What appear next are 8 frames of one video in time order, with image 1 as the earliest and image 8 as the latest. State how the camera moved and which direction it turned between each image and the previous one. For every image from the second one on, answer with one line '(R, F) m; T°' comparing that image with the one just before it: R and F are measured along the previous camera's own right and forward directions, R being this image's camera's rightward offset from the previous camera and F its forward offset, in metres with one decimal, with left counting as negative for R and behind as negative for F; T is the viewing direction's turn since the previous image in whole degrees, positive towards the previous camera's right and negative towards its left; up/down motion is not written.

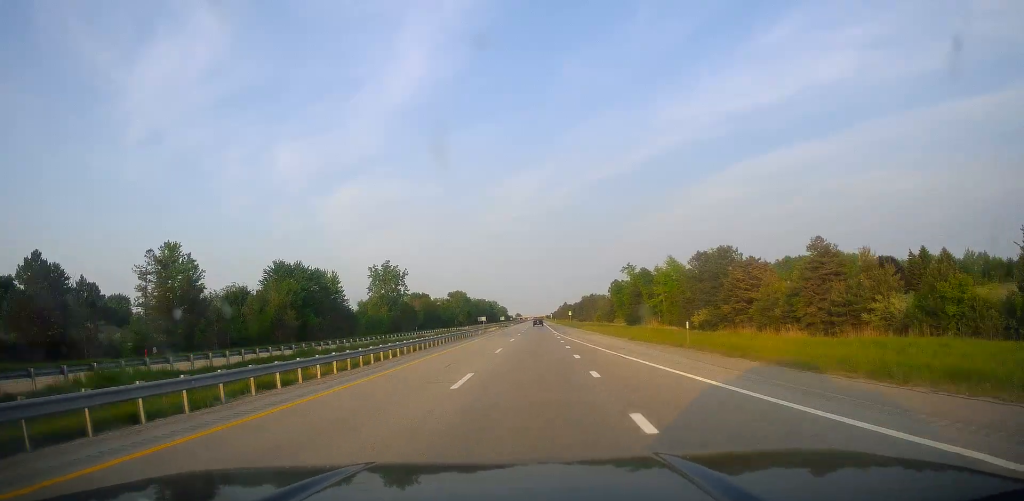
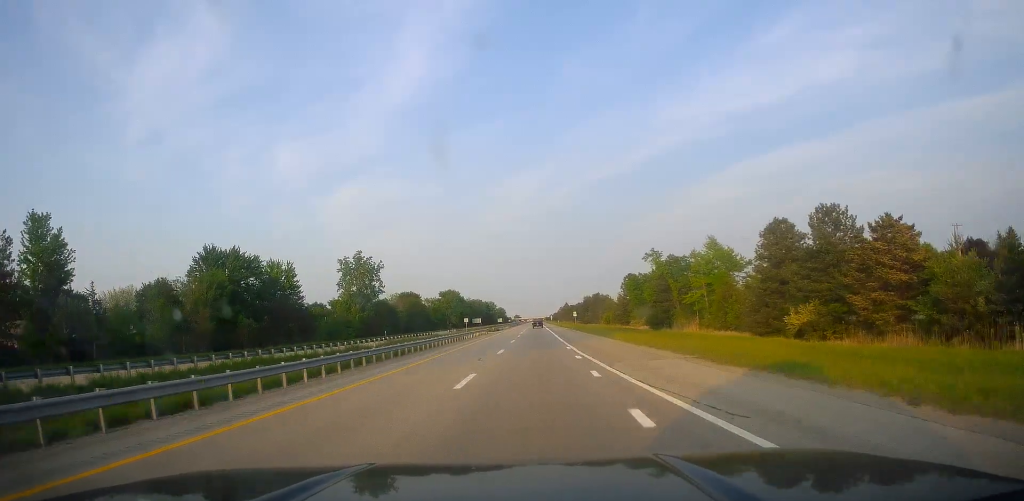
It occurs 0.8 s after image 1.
(0.0, +29.8) m; 0°
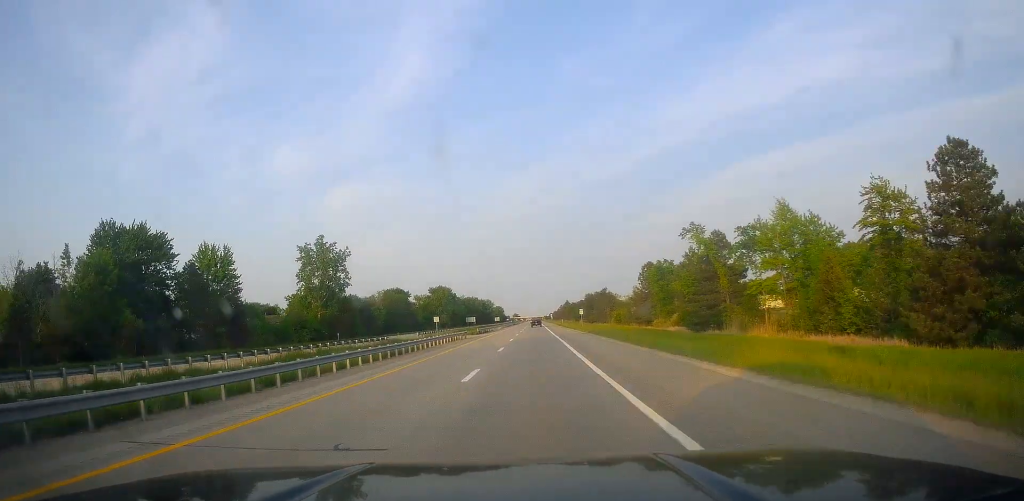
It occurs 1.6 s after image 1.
(+0.2, +28.7) m; +1°
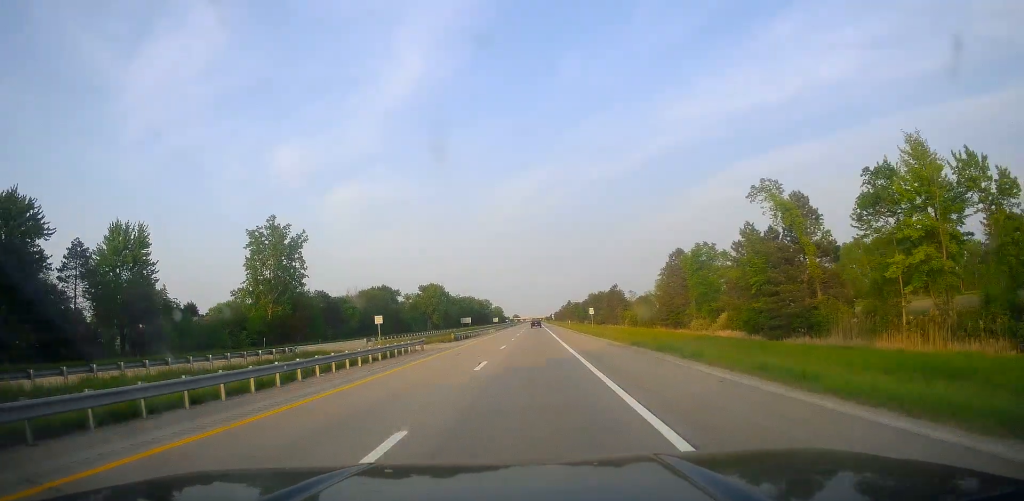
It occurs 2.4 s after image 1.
(0.0, +26.4) m; 0°
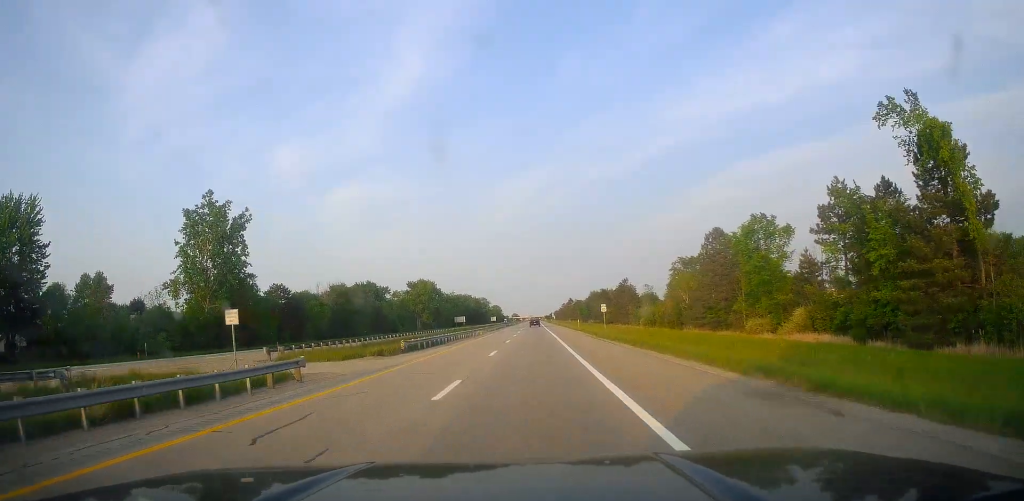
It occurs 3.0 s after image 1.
(0.0, +22.9) m; -1°
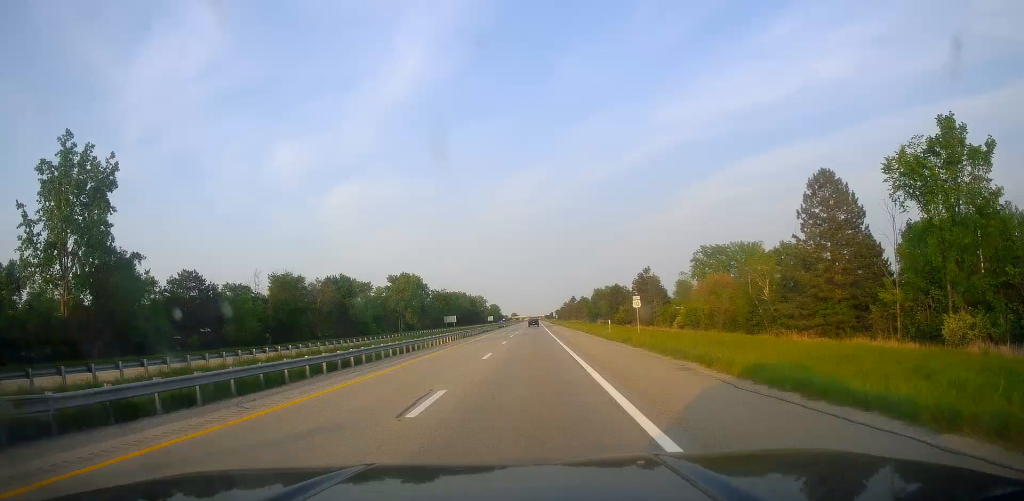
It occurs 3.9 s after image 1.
(-0.3, +32.6) m; -1°
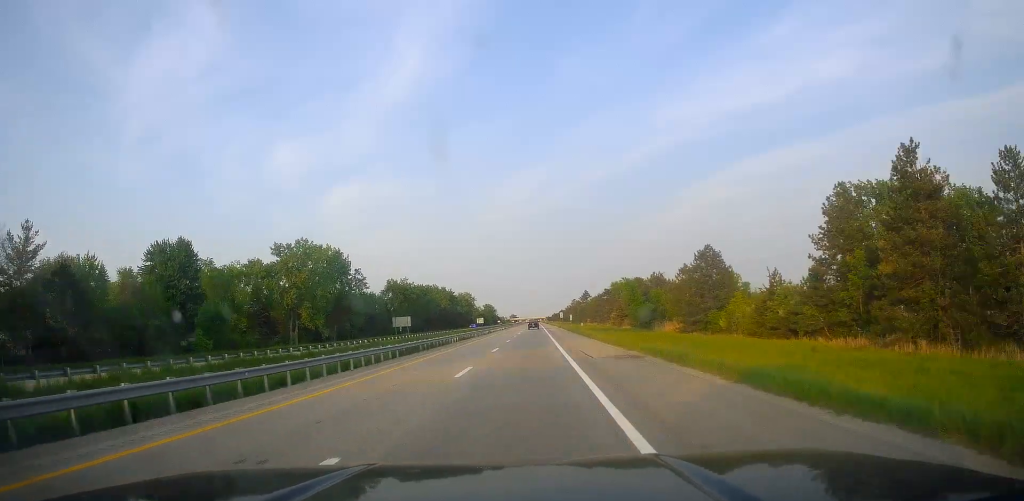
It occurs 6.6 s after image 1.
(+0.6, +98.0) m; +1°
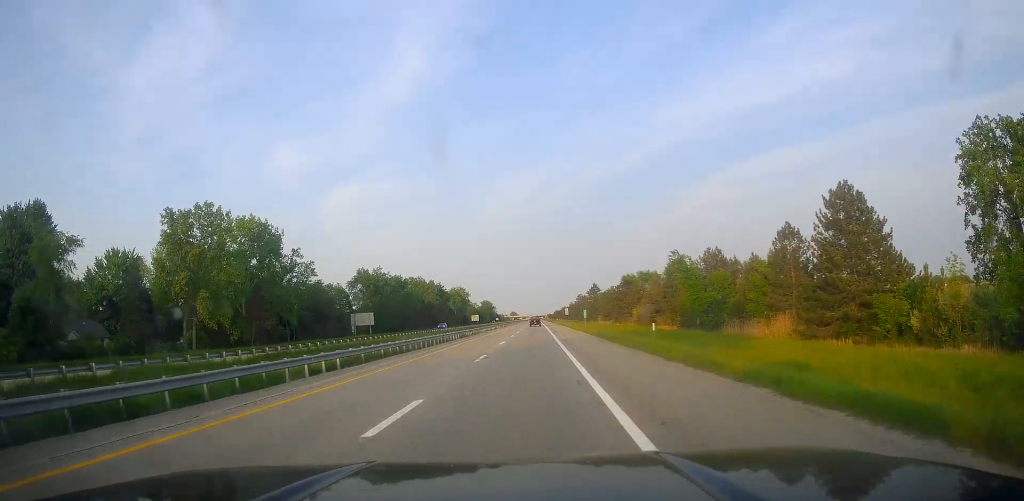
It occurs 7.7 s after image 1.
(0.0, +39.9) m; 0°
